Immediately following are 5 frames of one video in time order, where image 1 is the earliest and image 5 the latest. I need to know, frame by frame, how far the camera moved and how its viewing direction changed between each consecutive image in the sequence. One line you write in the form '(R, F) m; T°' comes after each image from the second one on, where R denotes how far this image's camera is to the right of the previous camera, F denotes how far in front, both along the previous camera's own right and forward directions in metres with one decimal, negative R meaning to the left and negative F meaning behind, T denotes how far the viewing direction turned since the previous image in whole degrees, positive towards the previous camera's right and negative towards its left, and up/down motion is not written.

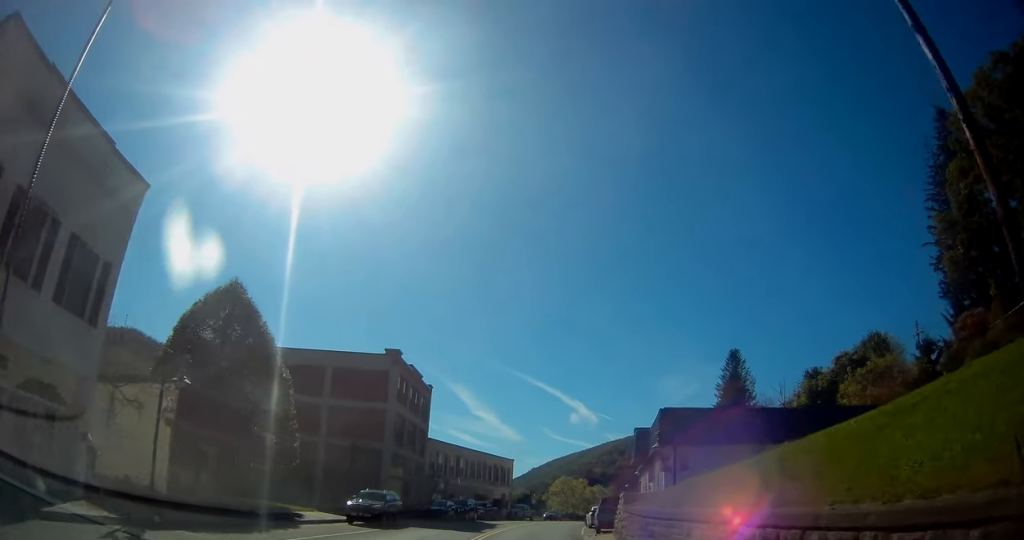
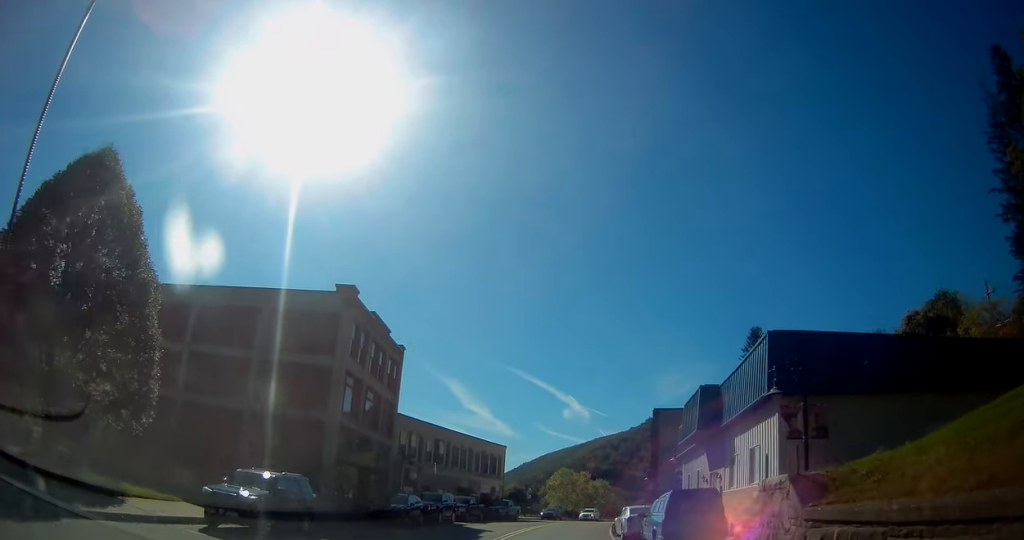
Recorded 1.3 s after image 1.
(-0.2, +13.6) m; -1°
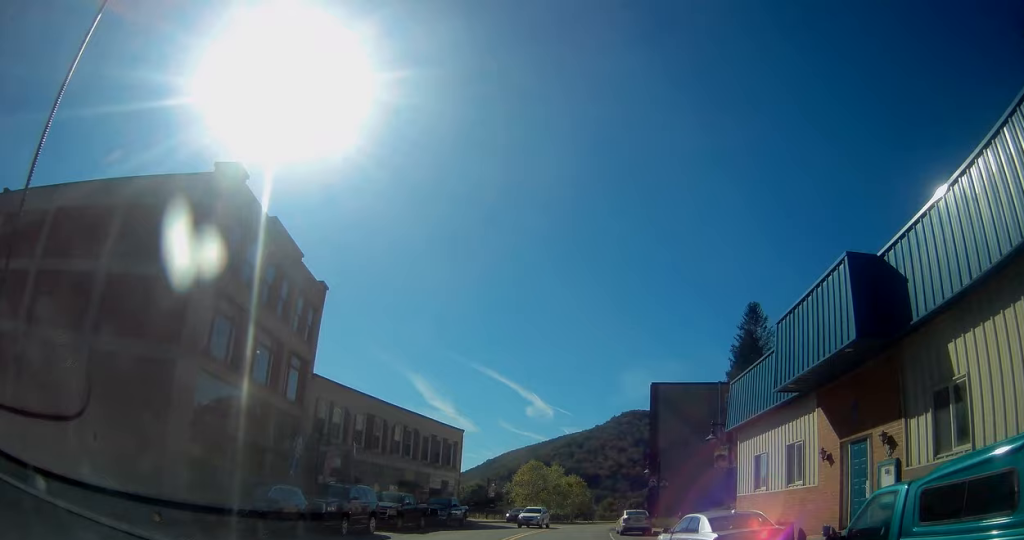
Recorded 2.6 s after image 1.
(+0.1, +13.6) m; +3°
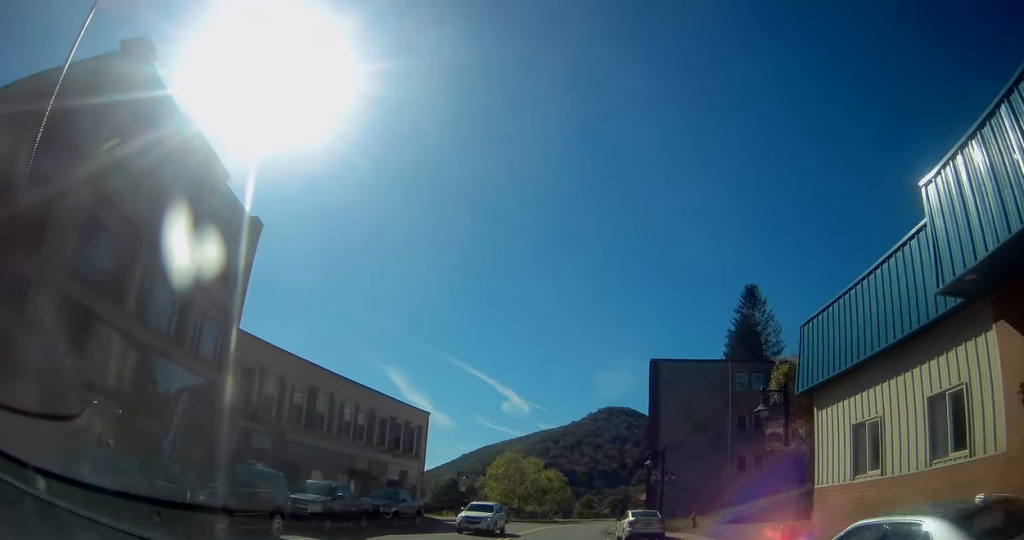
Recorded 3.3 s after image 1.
(+0.3, +7.7) m; +2°
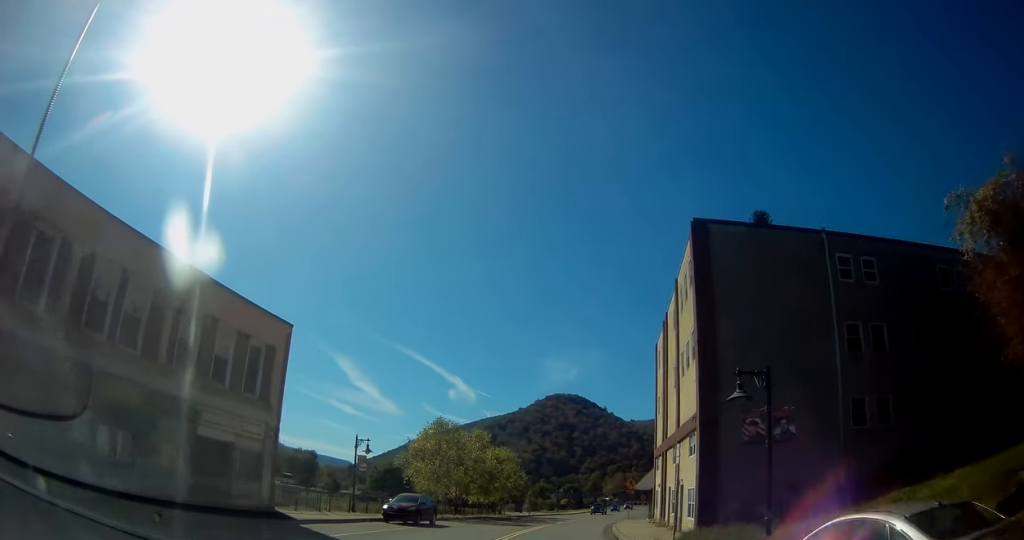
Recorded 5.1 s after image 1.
(+0.5, +20.3) m; +3°
